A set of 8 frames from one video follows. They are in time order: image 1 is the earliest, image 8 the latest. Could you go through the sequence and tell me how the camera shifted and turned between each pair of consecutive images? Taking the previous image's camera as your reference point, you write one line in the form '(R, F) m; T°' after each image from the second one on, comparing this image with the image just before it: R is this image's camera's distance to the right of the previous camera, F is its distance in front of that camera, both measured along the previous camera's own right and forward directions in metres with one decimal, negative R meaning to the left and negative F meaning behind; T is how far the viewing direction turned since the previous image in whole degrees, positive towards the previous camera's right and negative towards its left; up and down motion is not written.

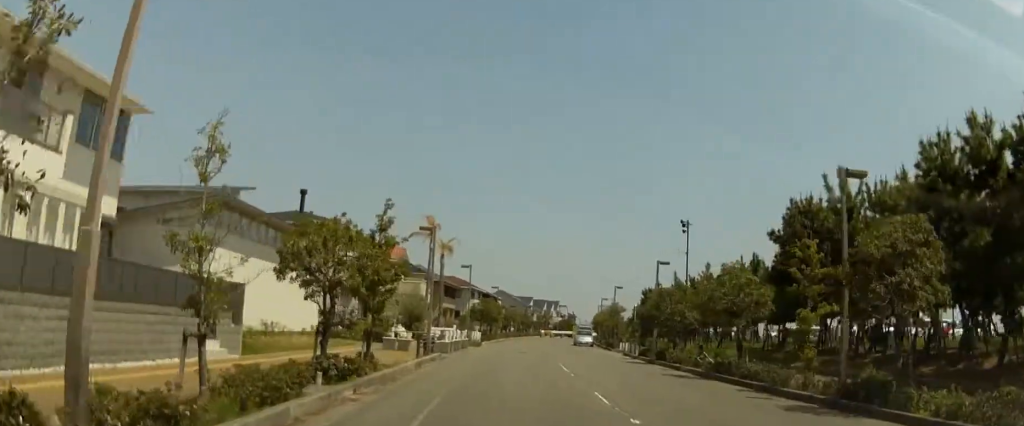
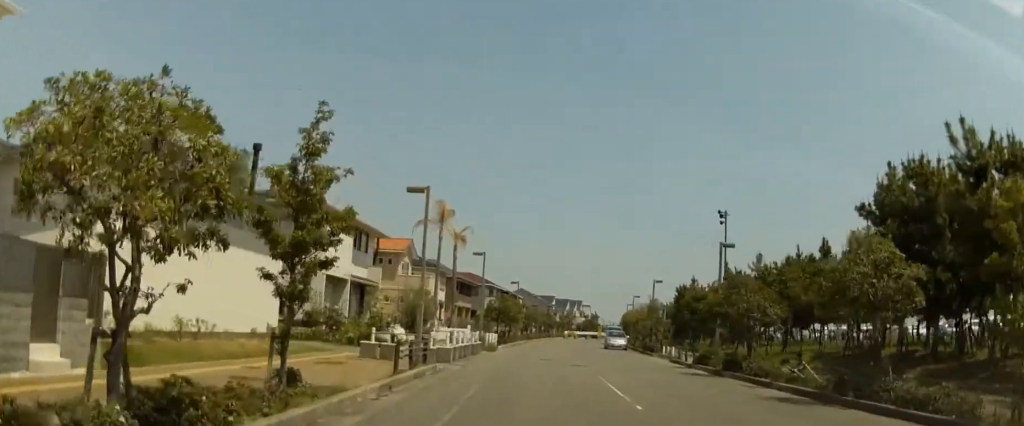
(-0.1, +6.0) m; -1°
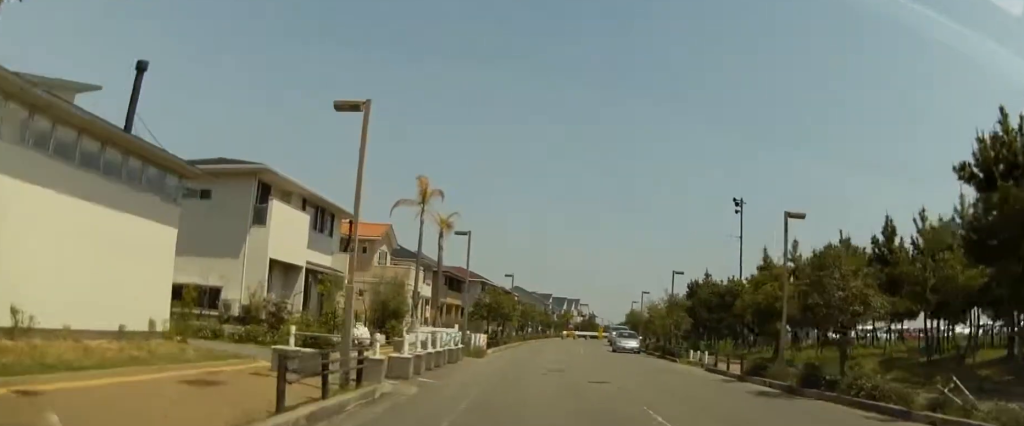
(0.0, +5.4) m; 0°
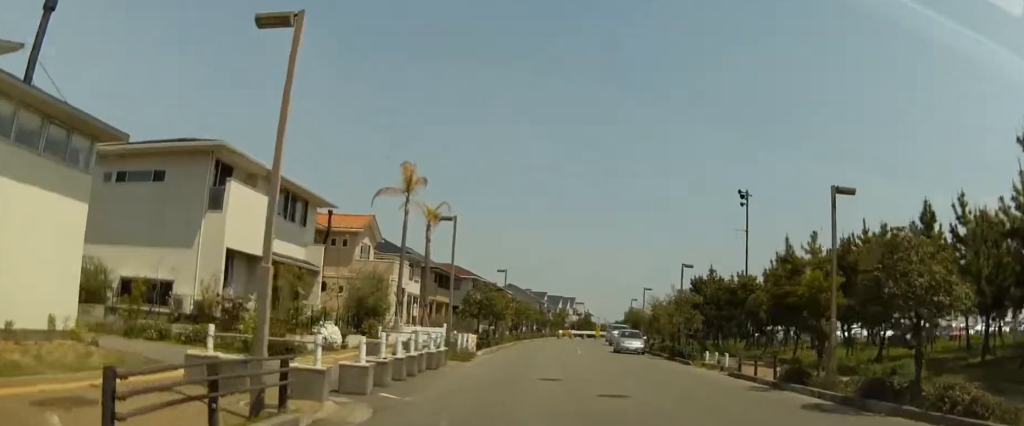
(0.0, +2.7) m; 0°
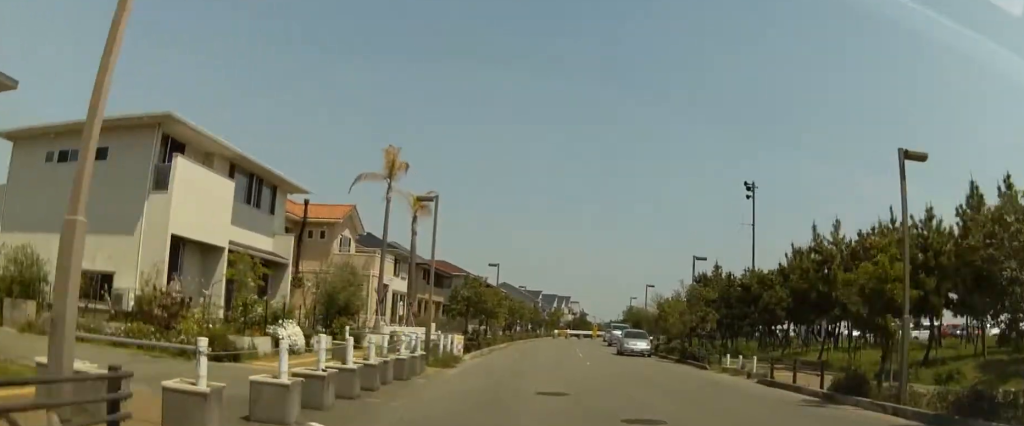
(0.0, +3.1) m; 0°
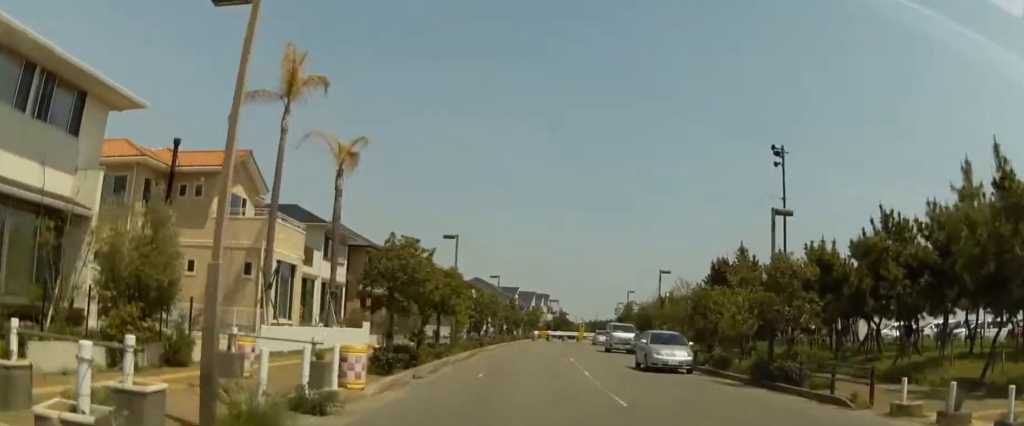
(0.0, +12.5) m; 0°
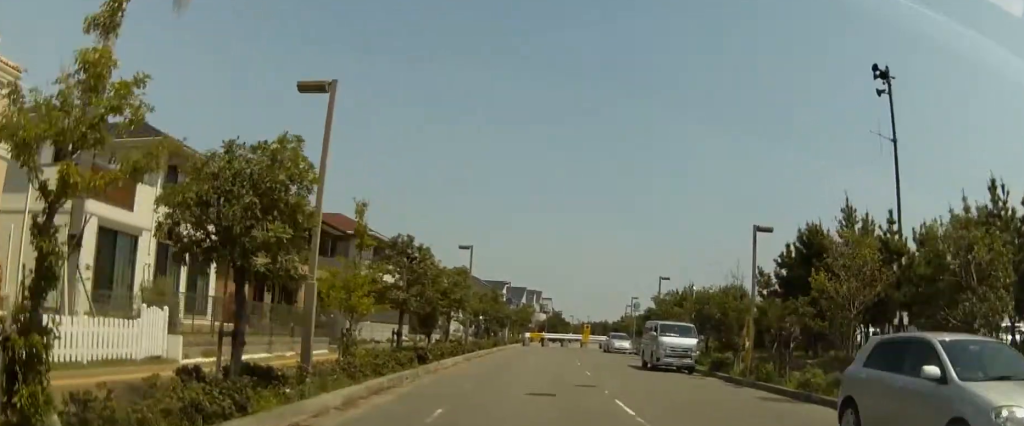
(+0.2, +20.7) m; +3°
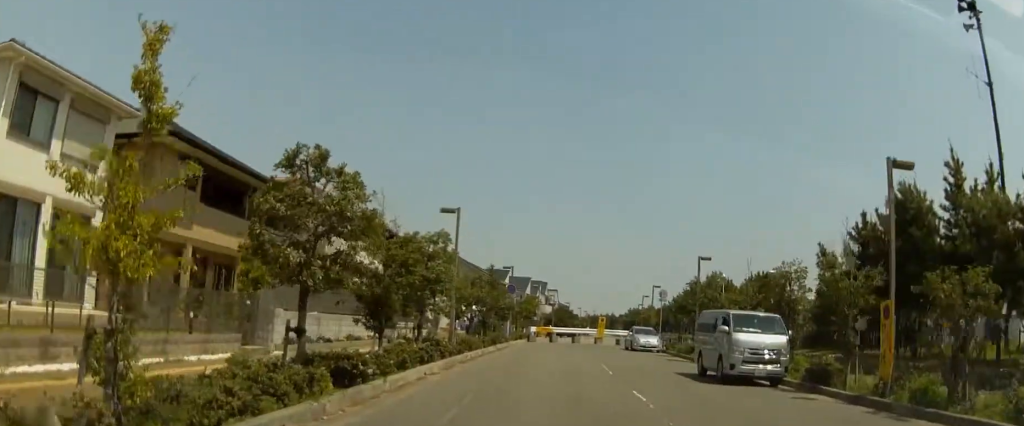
(+0.3, +11.5) m; 0°
